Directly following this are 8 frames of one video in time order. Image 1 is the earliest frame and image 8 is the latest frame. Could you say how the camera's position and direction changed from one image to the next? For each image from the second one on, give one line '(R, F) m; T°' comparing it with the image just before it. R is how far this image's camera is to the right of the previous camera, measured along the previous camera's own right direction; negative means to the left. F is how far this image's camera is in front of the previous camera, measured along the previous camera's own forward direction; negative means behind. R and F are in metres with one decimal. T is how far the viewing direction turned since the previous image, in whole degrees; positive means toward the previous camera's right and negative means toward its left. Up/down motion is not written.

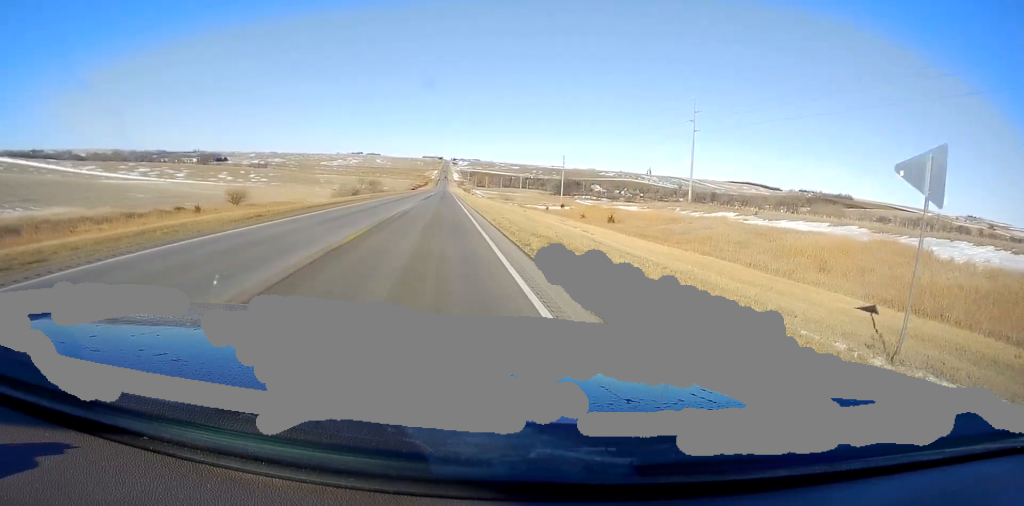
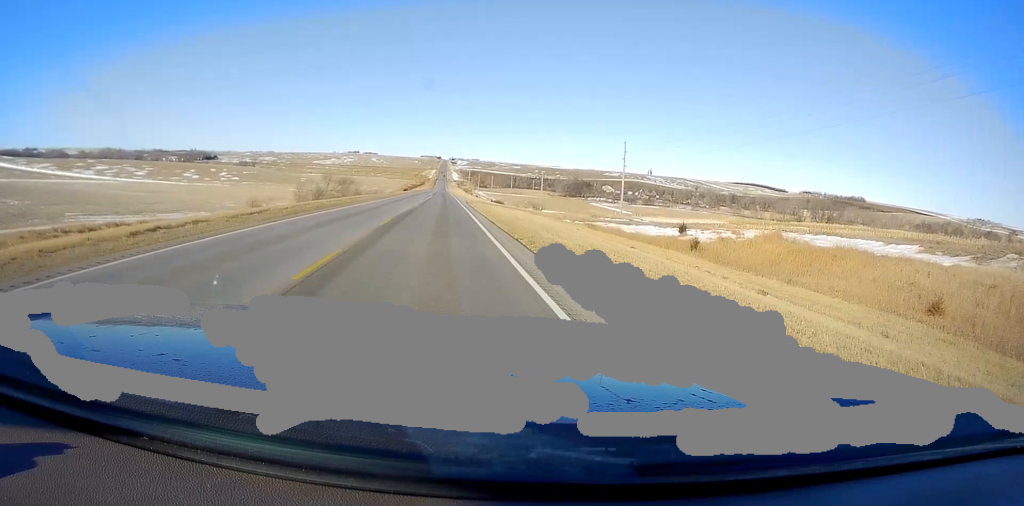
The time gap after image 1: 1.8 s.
(-0.1, +54.3) m; -1°
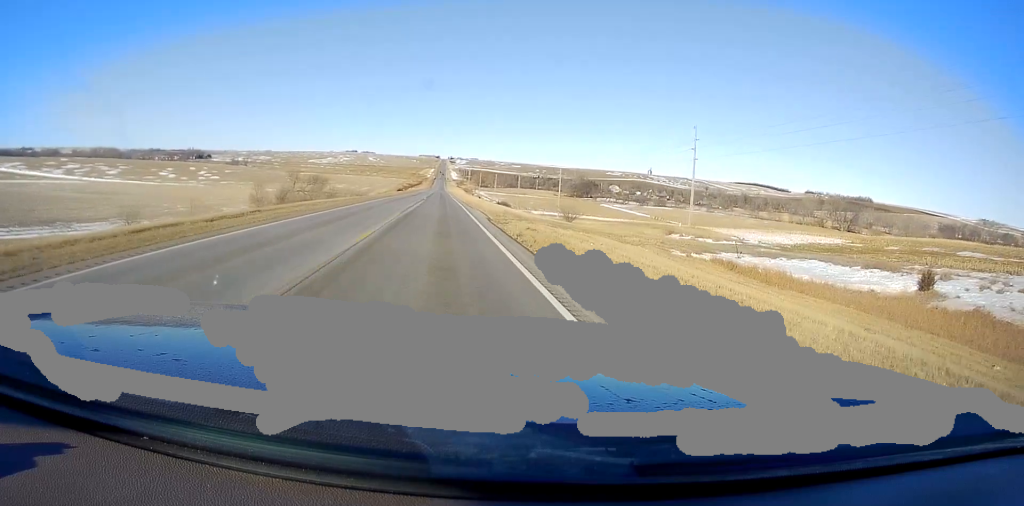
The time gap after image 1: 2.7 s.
(0.0, +30.5) m; 0°
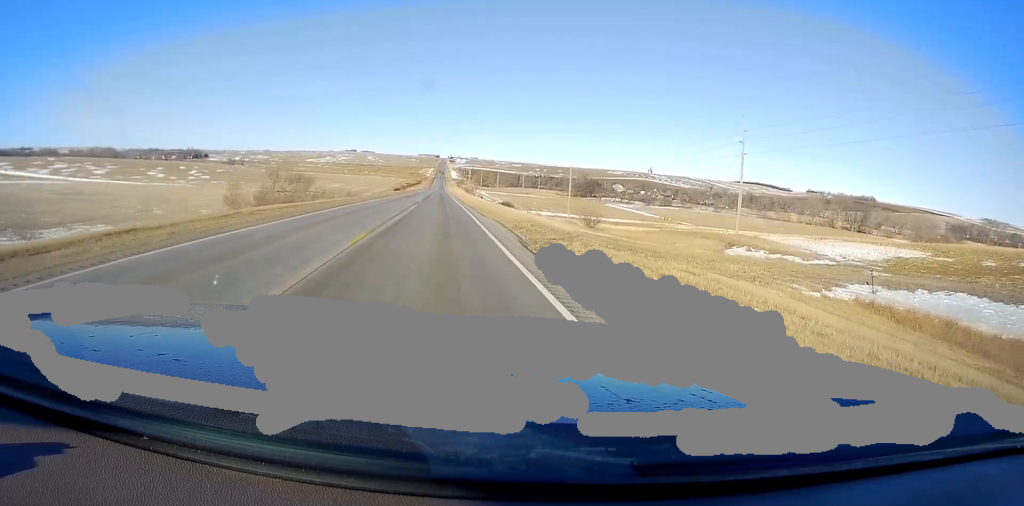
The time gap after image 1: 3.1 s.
(0.0, +12.9) m; 0°
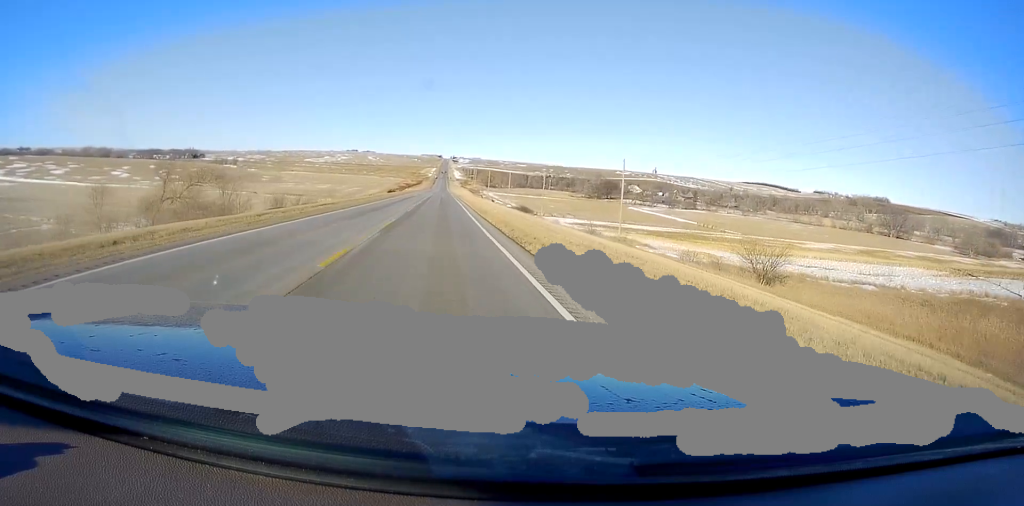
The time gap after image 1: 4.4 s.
(+0.5, +40.4) m; +1°
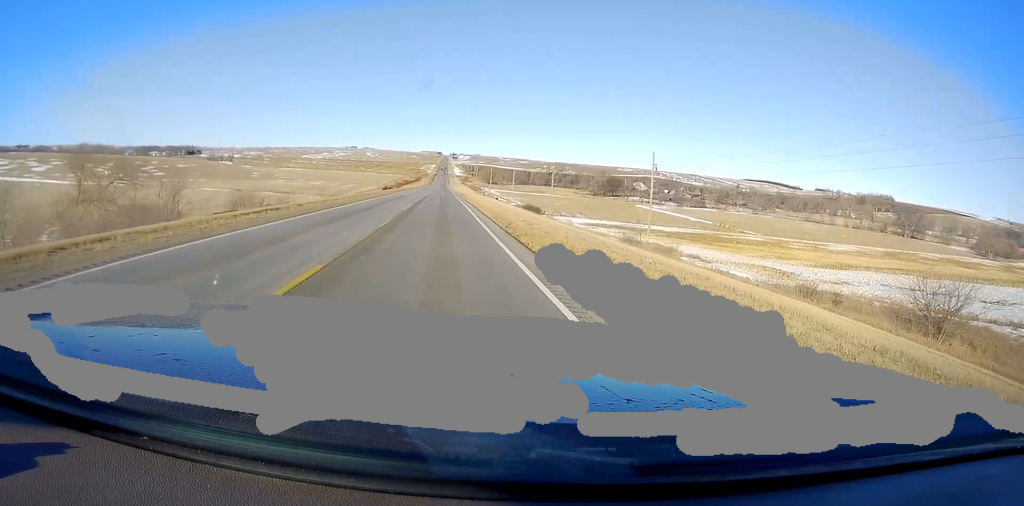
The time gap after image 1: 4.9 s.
(+0.1, +15.0) m; 0°
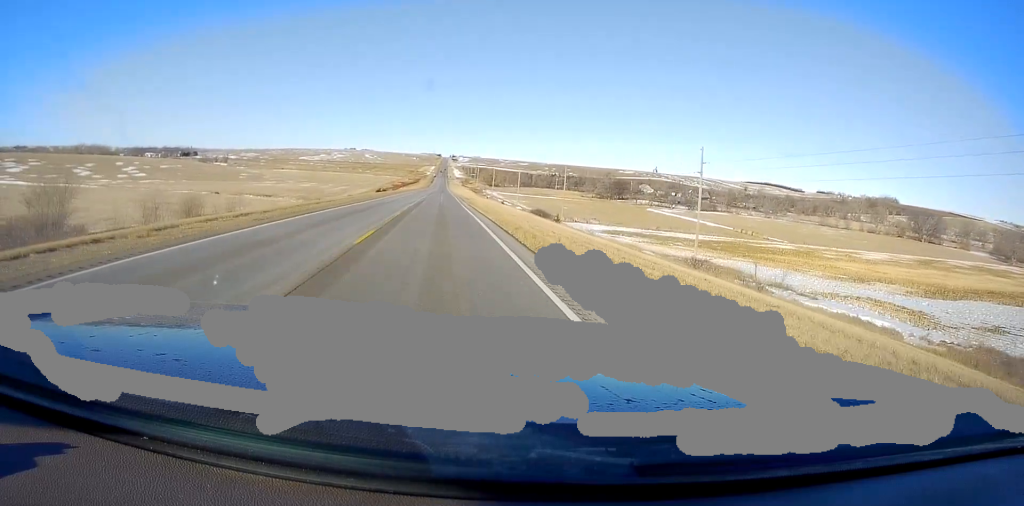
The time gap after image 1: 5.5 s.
(-0.3, +17.6) m; -1°
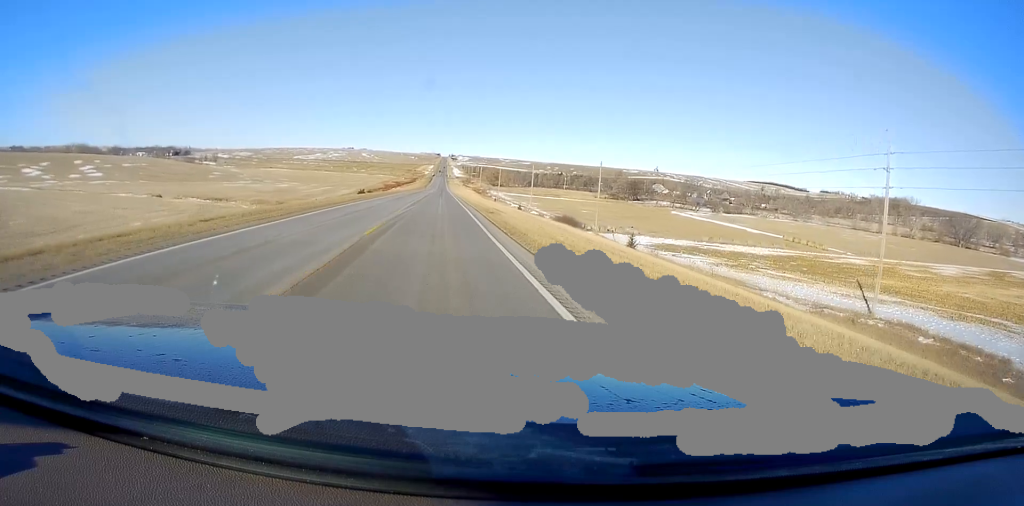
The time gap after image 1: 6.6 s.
(-0.2, +34.2) m; 0°
